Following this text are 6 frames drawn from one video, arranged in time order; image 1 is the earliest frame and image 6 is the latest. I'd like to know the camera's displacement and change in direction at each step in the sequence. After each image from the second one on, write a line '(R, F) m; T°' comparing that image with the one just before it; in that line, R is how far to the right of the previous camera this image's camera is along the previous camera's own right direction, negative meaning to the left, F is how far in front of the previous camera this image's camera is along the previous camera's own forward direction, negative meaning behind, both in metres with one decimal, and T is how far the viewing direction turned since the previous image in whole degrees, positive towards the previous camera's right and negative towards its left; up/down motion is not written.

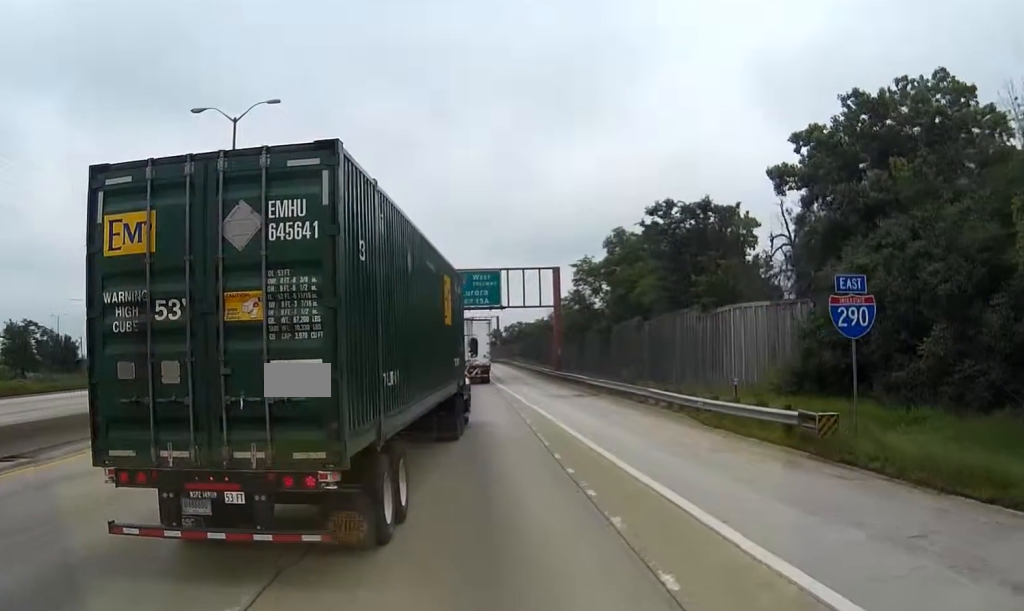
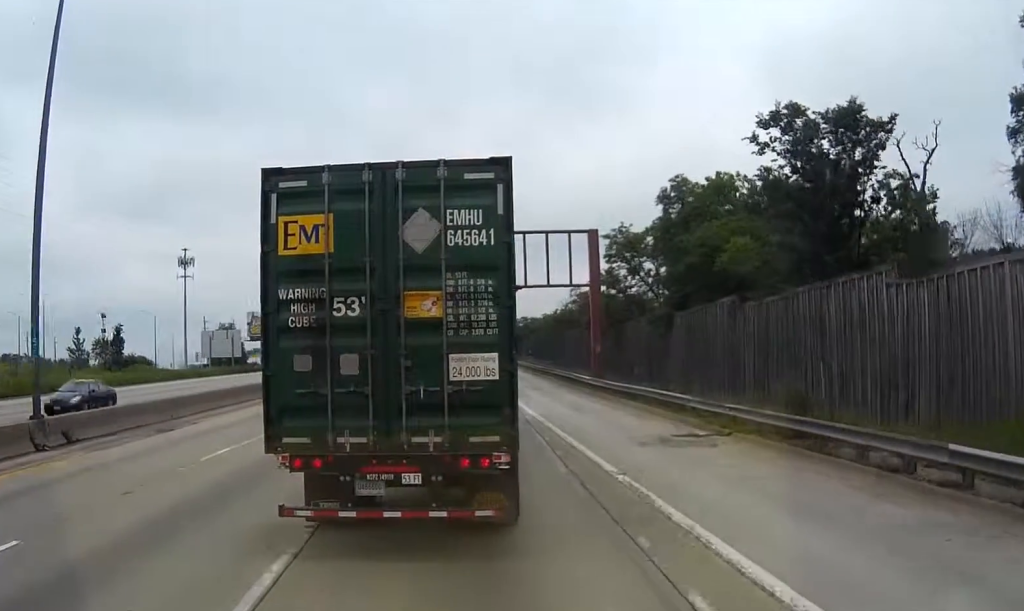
(+0.1, +22.4) m; 0°
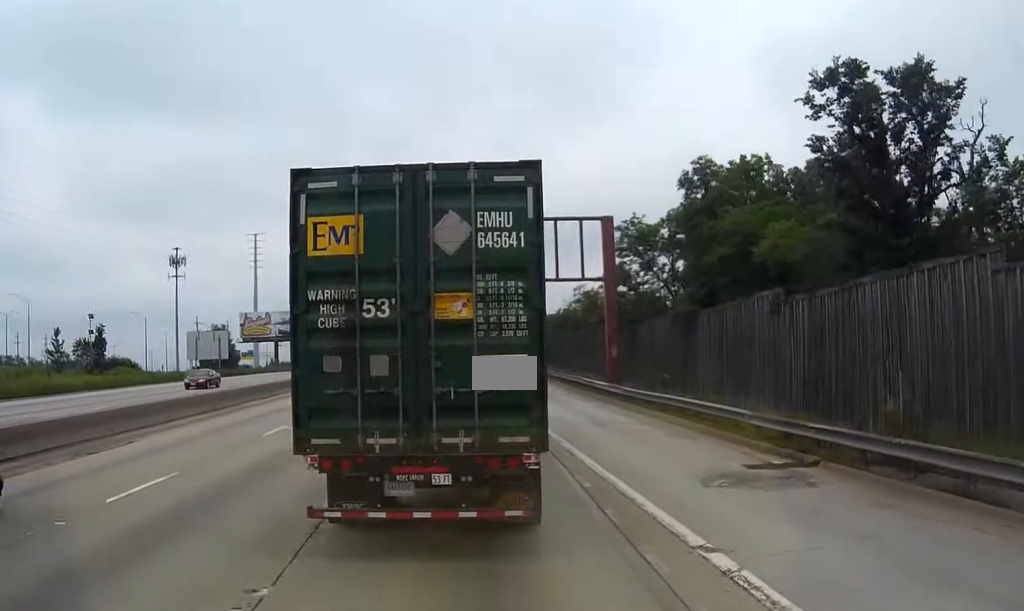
(0.0, +5.9) m; 0°
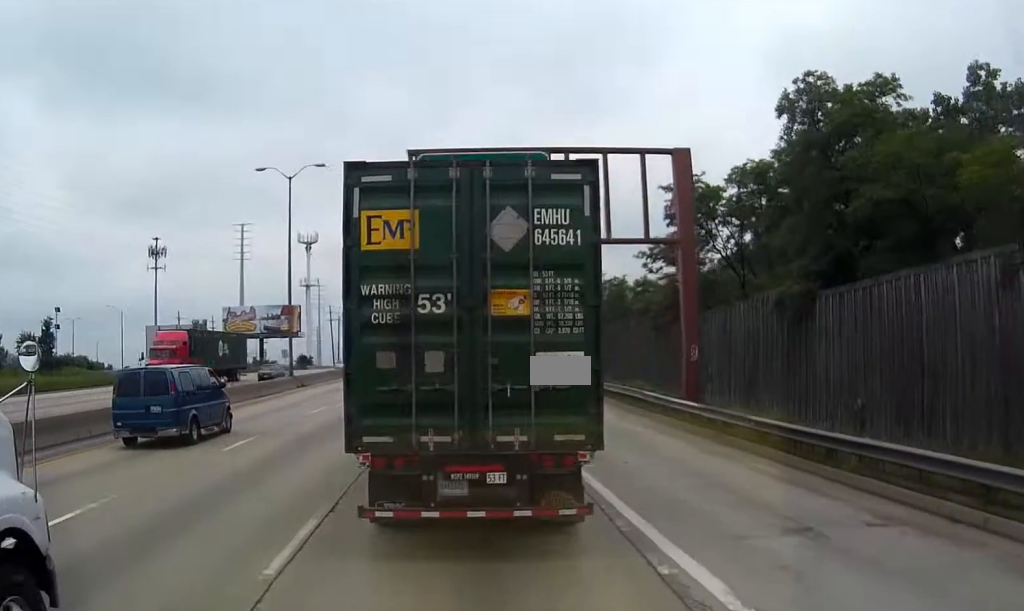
(0.0, +15.9) m; +1°
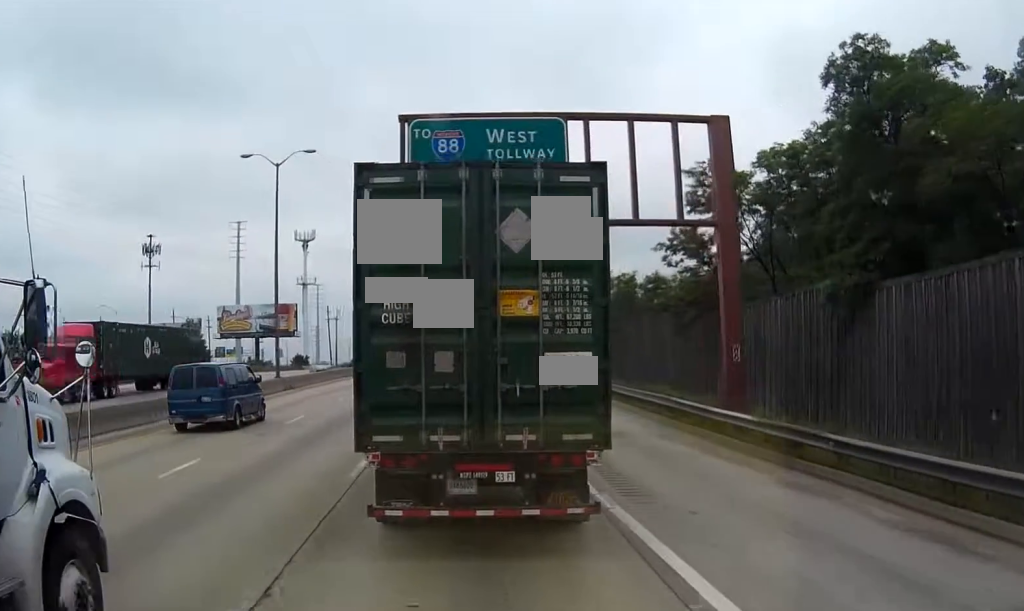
(0.0, +4.7) m; 0°
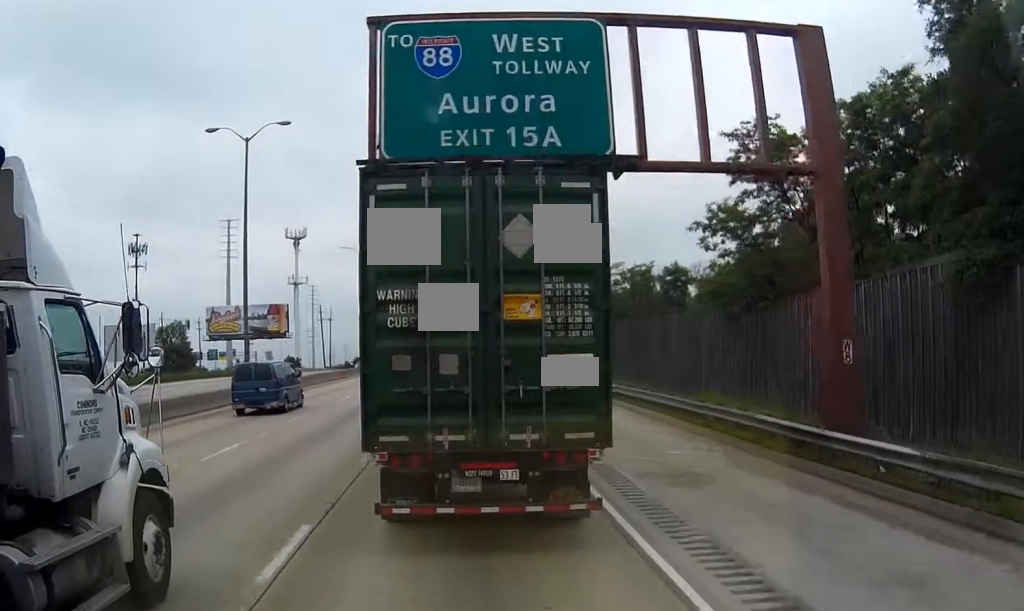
(+0.1, +7.9) m; 0°
